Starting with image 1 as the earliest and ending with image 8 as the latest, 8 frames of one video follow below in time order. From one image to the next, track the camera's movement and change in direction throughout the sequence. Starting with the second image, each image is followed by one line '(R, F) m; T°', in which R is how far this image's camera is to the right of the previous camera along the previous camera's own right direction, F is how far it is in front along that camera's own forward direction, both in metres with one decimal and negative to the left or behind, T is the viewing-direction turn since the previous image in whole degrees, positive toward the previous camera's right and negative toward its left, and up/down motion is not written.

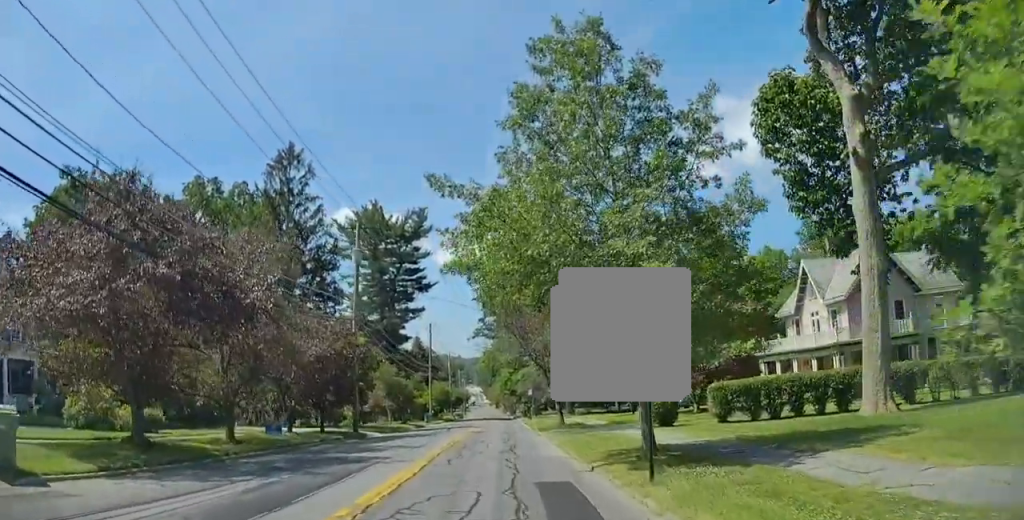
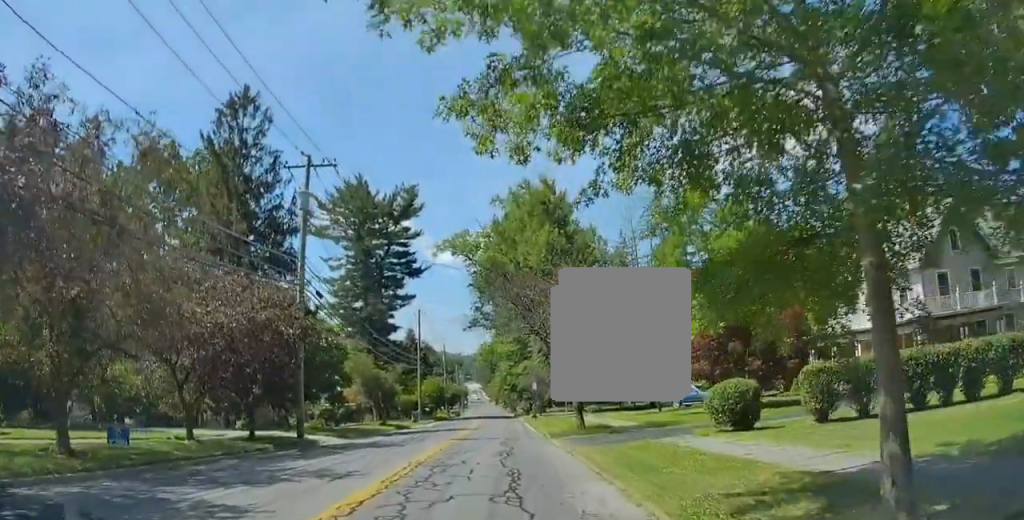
(+0.1, +9.5) m; +1°
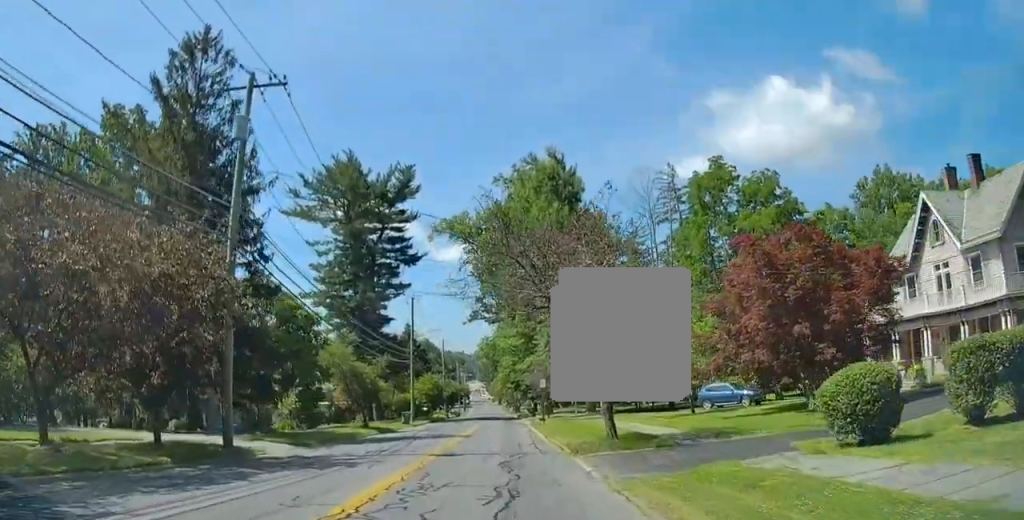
(+0.2, +7.0) m; -1°
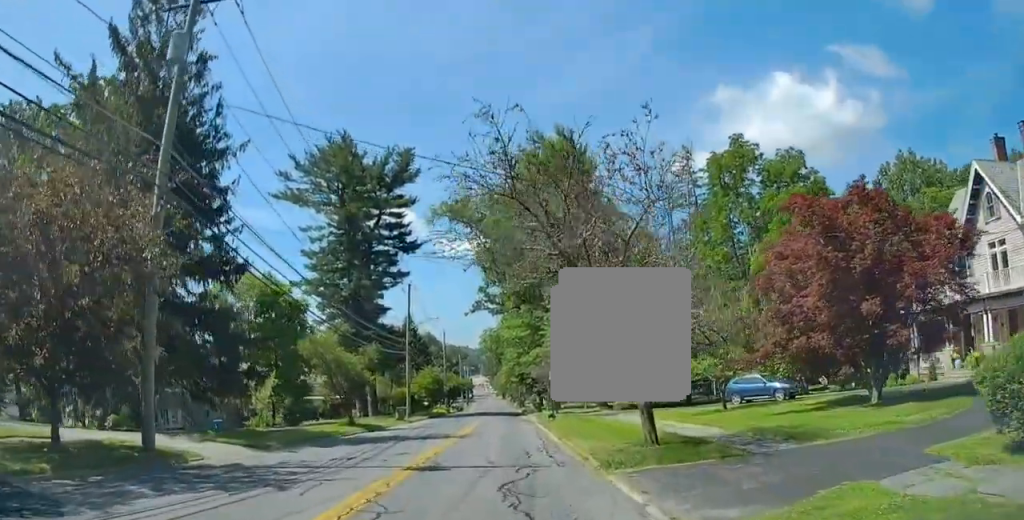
(-0.2, +4.9) m; -1°
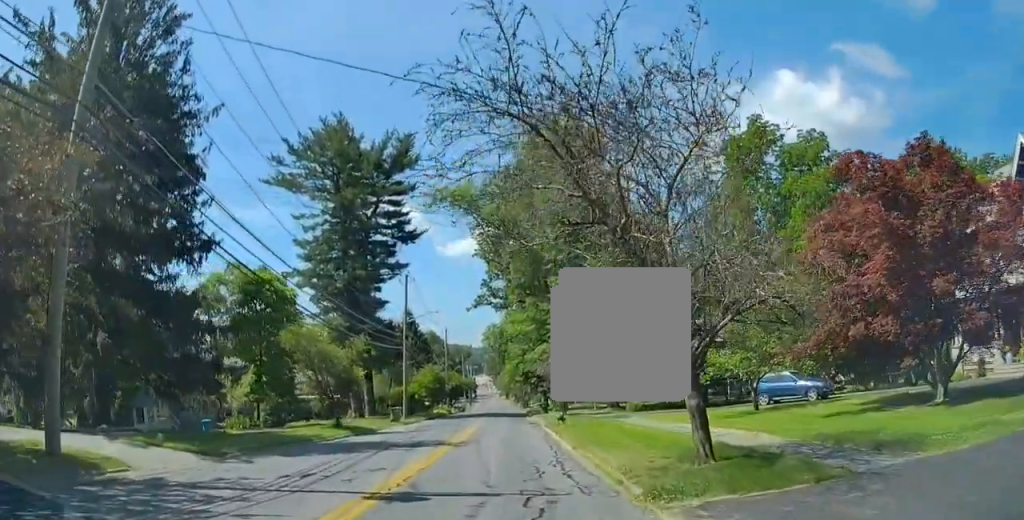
(-0.1, +3.5) m; -1°
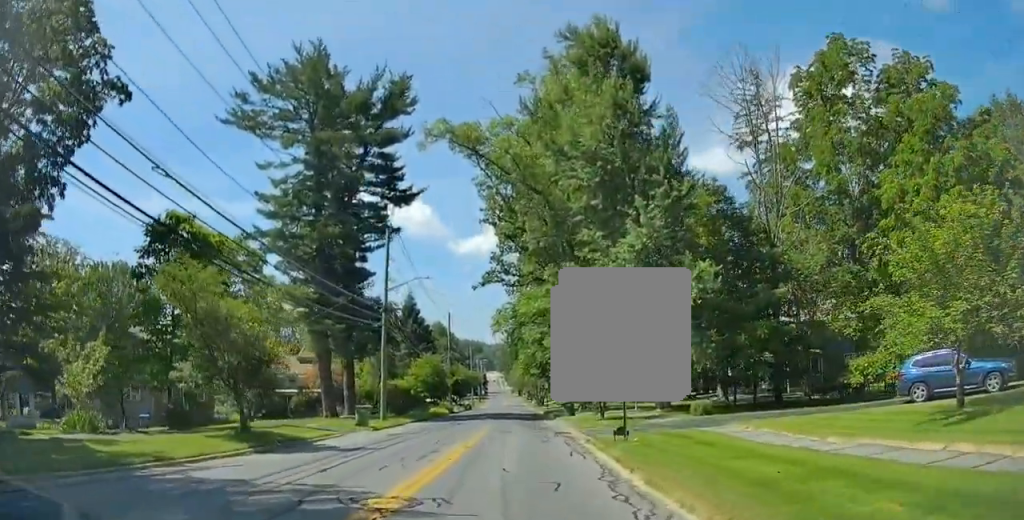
(0.0, +13.3) m; -2°
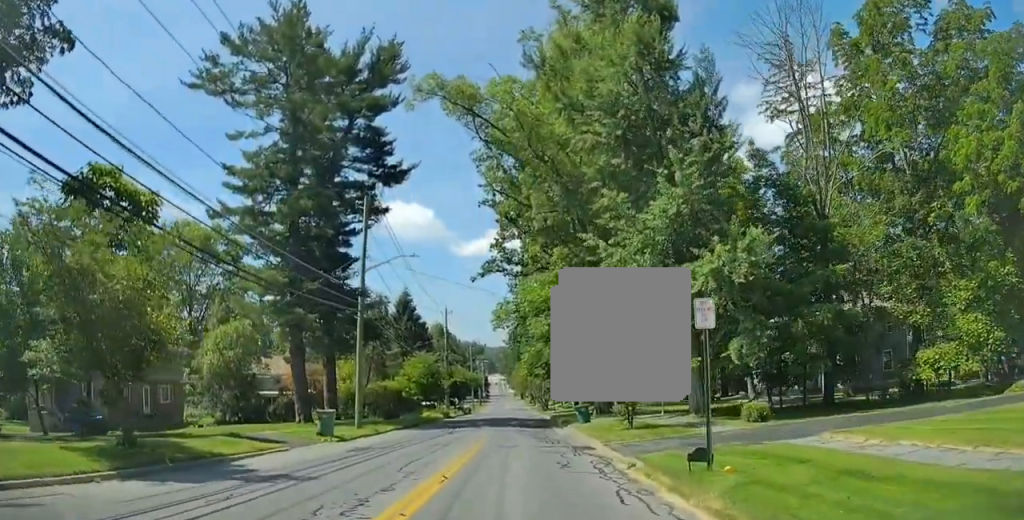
(-0.1, +6.6) m; -1°
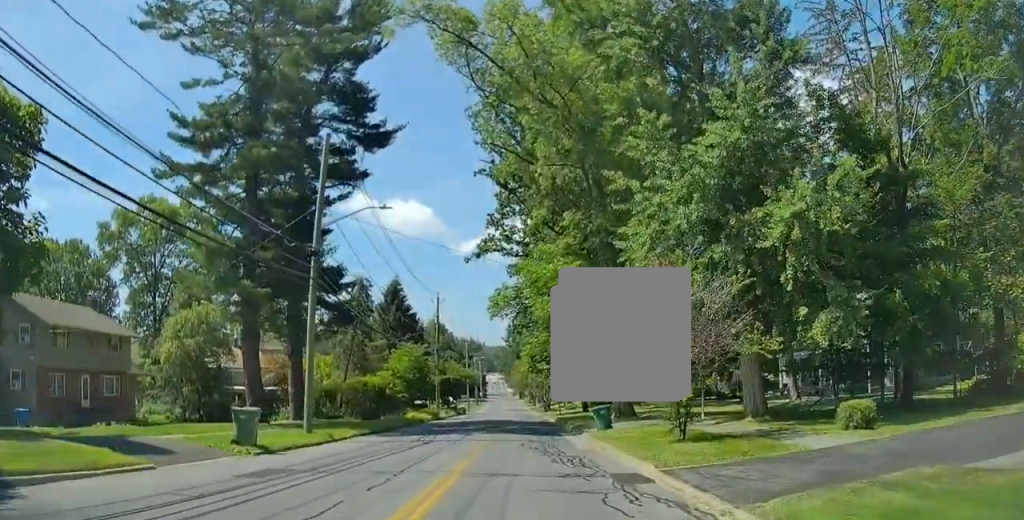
(-0.1, +7.9) m; 0°
